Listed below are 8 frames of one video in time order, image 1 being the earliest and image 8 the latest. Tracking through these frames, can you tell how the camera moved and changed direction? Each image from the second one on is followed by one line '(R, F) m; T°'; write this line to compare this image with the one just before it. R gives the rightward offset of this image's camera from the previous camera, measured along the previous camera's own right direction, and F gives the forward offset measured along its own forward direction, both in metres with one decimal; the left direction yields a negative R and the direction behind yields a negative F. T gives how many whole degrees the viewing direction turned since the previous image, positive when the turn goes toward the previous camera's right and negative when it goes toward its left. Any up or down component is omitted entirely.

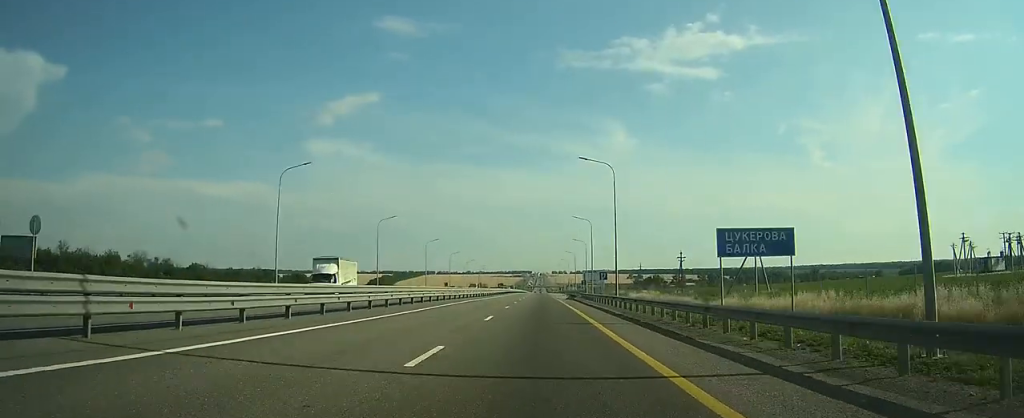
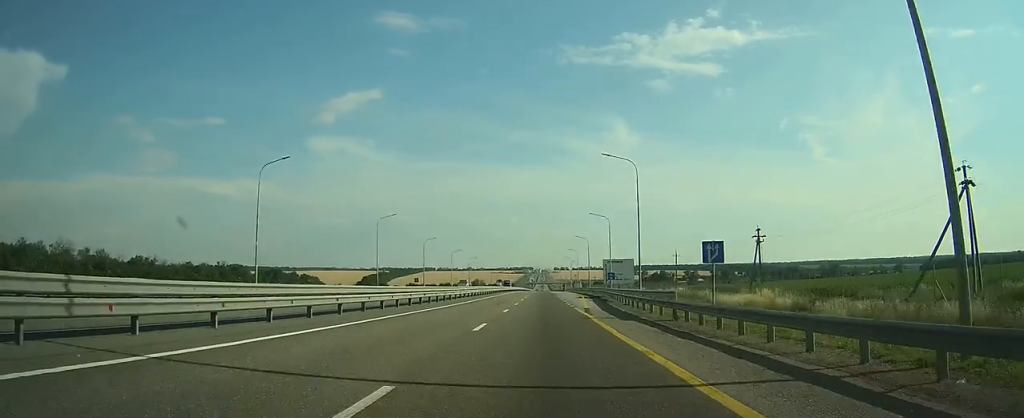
(-0.1, +41.0) m; -1°
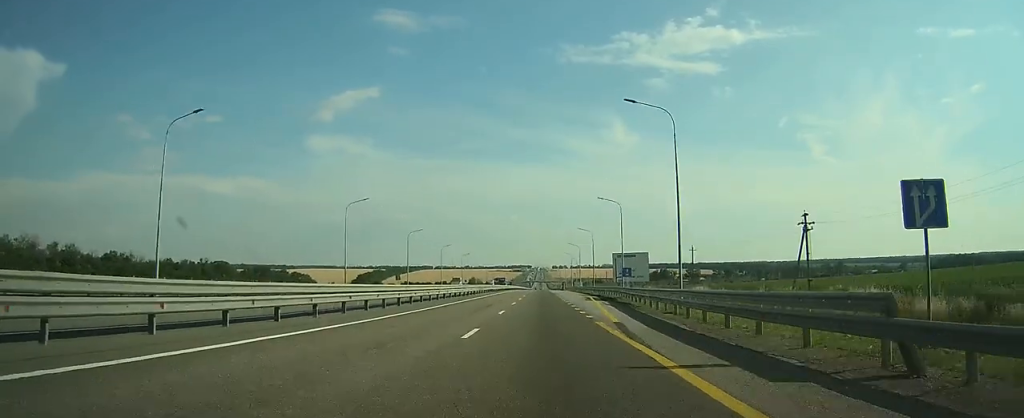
(0.0, +14.5) m; 0°
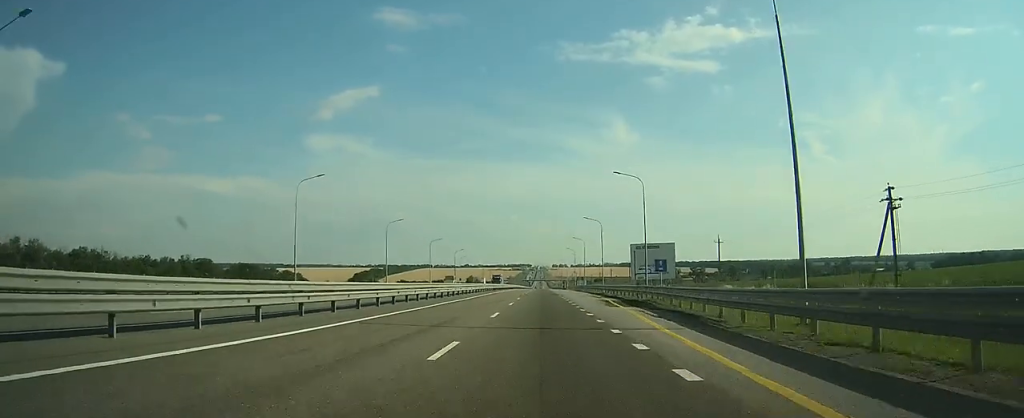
(0.0, +16.3) m; 0°
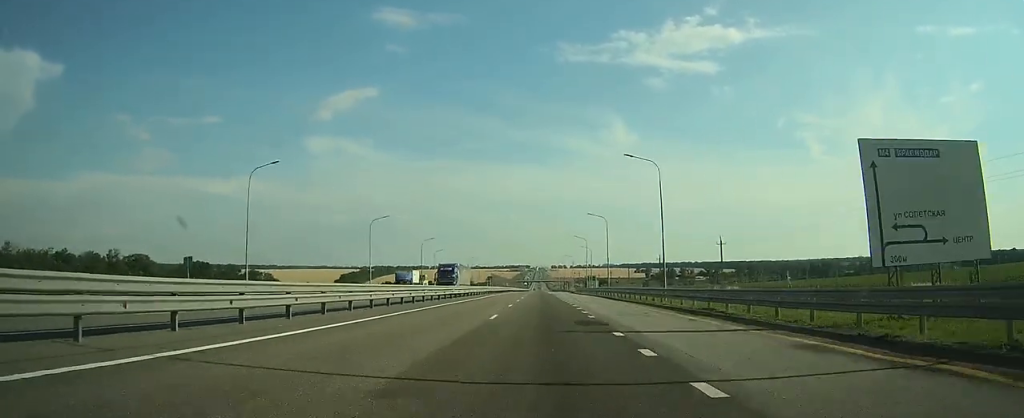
(+0.4, +48.6) m; +1°
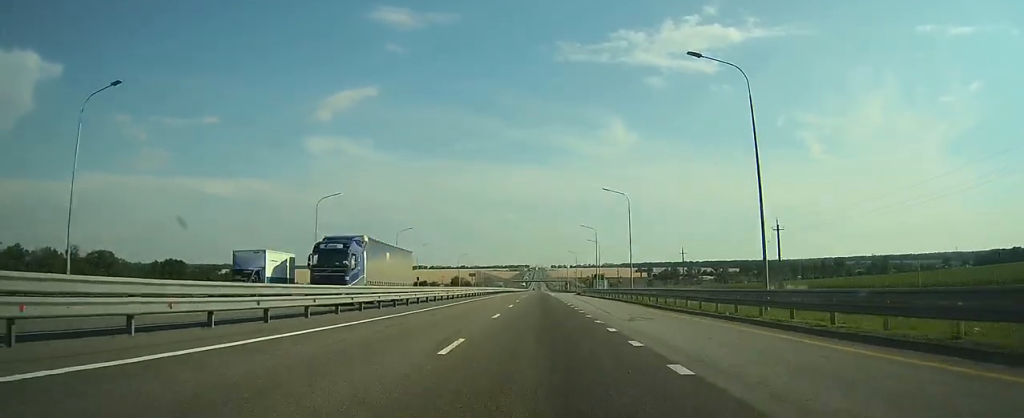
(0.0, +22.5) m; 0°
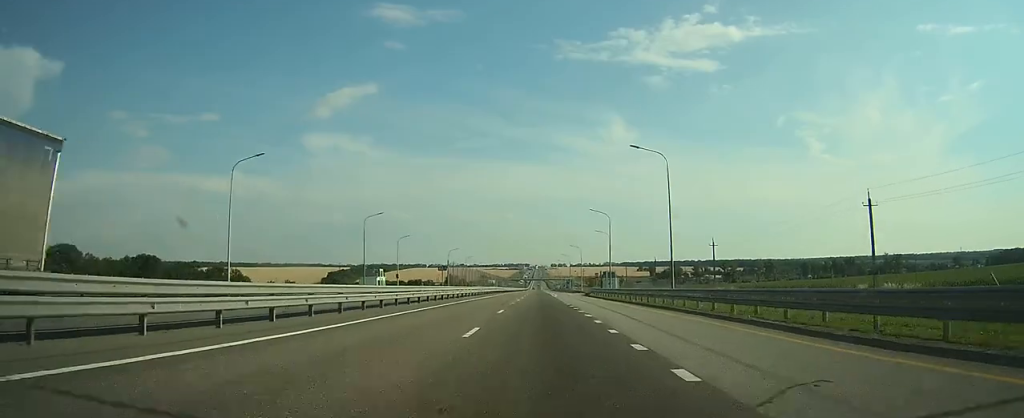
(0.0, +20.6) m; 0°
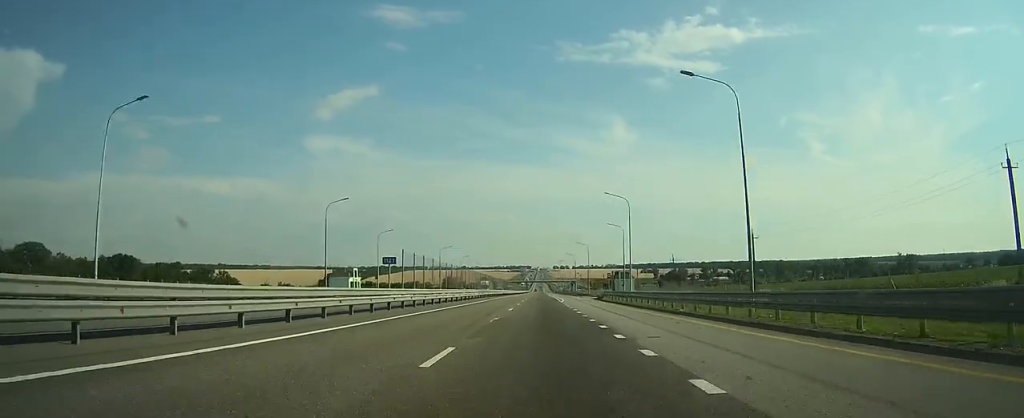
(0.0, +17.0) m; 0°
